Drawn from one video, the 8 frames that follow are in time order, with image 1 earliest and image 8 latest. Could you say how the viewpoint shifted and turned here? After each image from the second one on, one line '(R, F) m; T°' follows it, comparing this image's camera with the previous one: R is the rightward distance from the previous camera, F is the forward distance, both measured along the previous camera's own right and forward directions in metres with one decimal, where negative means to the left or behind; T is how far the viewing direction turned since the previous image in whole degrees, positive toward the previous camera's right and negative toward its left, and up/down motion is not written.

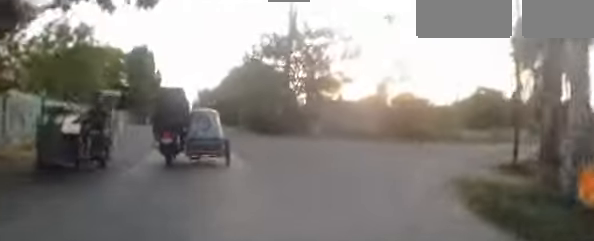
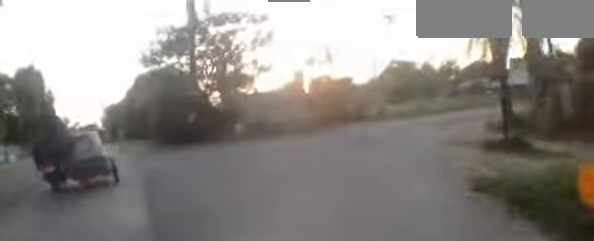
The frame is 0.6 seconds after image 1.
(0.0, +2.3) m; +8°
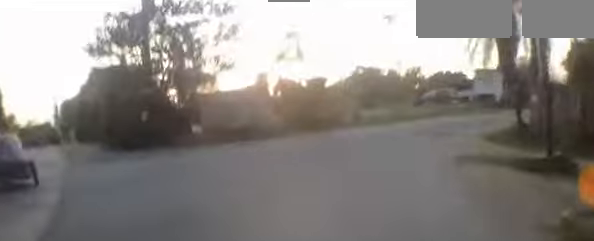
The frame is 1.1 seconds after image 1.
(+0.2, +1.8) m; +5°
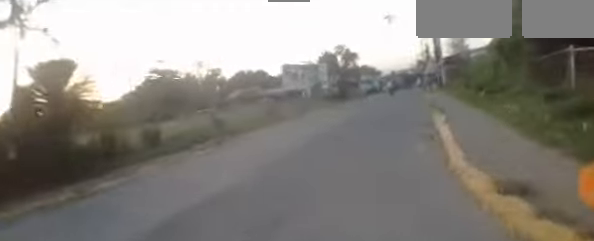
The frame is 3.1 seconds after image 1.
(+2.3, +9.7) m; +33°
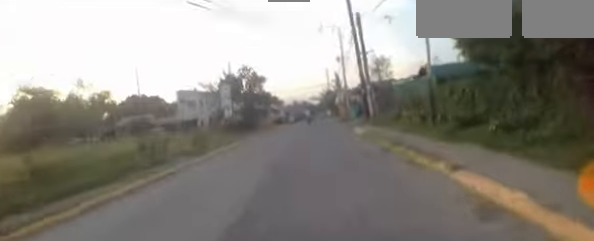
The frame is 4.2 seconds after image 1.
(+1.5, +5.9) m; +21°
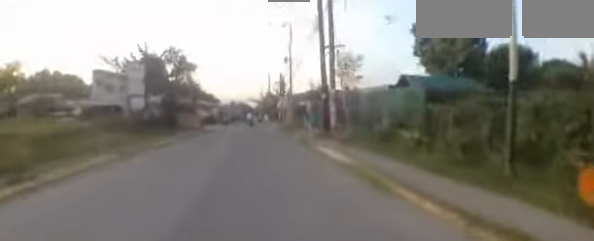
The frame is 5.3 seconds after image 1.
(+0.7, +7.0) m; +8°
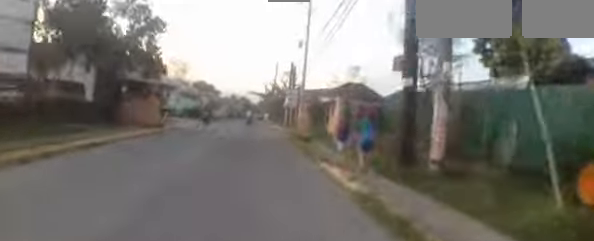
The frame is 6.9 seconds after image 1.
(+0.6, +10.7) m; +1°
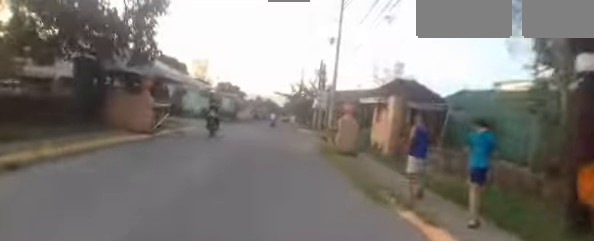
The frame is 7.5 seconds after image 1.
(-0.3, +4.0) m; -3°
